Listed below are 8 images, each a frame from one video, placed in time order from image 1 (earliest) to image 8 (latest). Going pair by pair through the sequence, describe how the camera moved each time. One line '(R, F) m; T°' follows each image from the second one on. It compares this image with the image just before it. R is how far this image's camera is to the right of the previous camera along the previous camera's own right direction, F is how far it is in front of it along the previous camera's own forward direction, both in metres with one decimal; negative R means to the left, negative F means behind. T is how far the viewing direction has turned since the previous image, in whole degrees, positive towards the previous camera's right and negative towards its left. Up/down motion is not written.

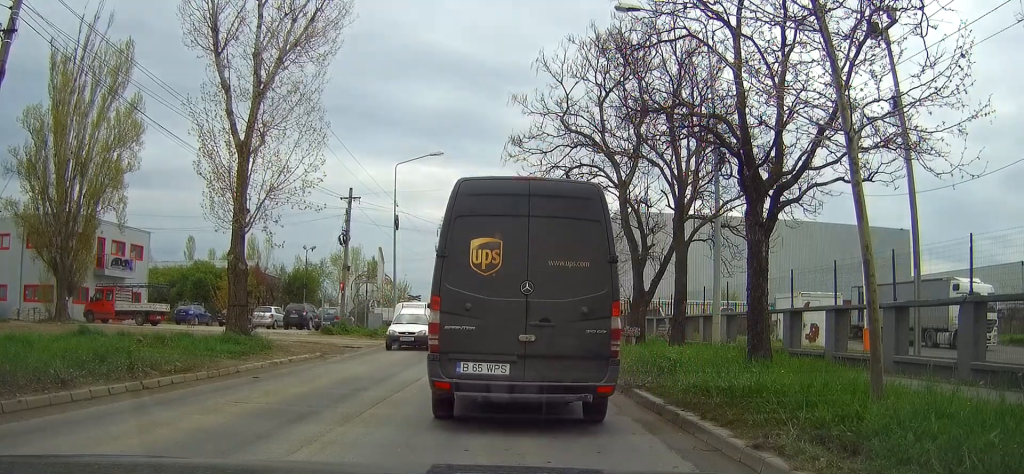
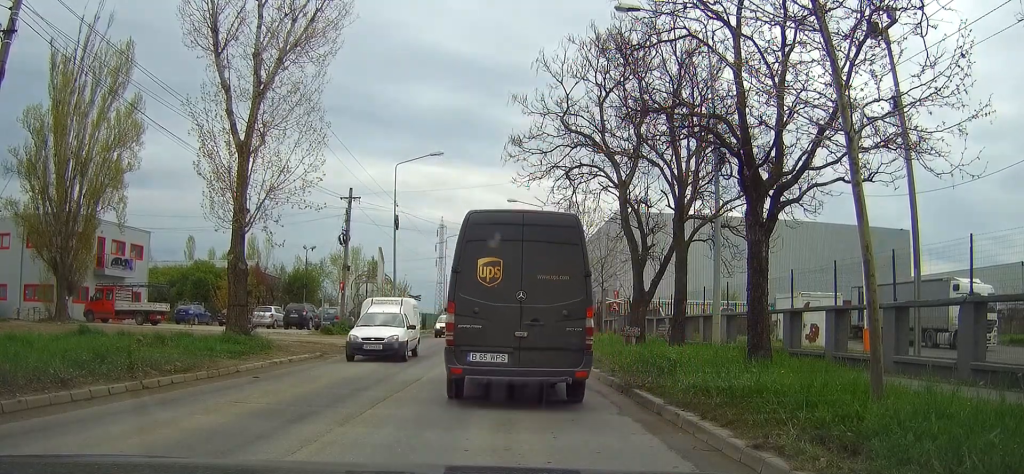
(0.0, 0.0) m; 0°
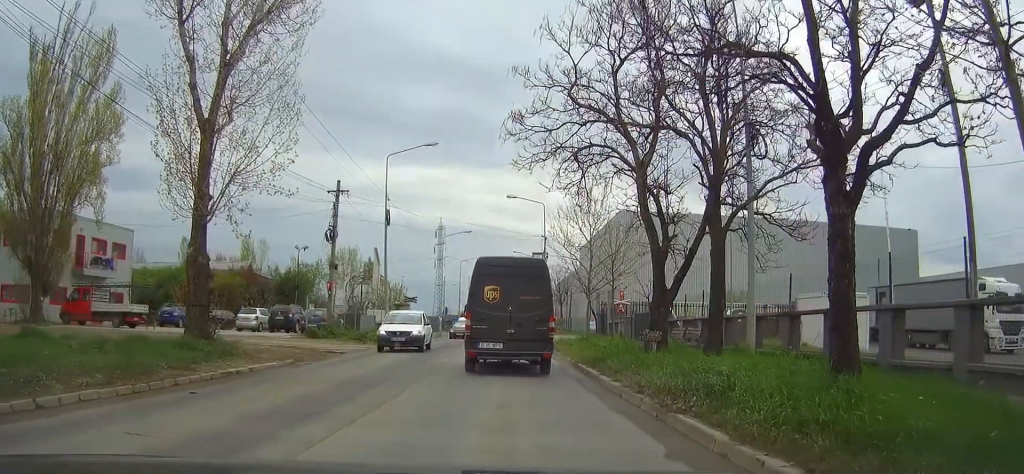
(0.0, +1.6) m; +3°
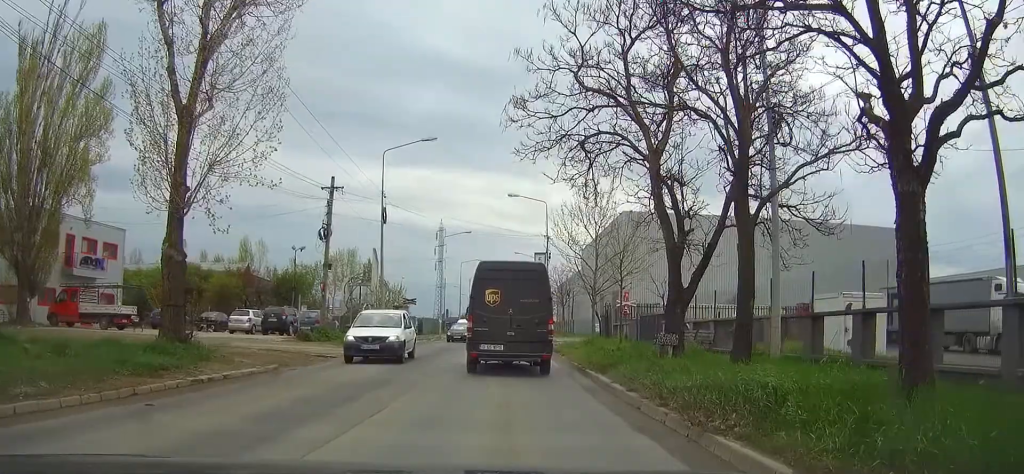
(+0.1, +1.8) m; 0°
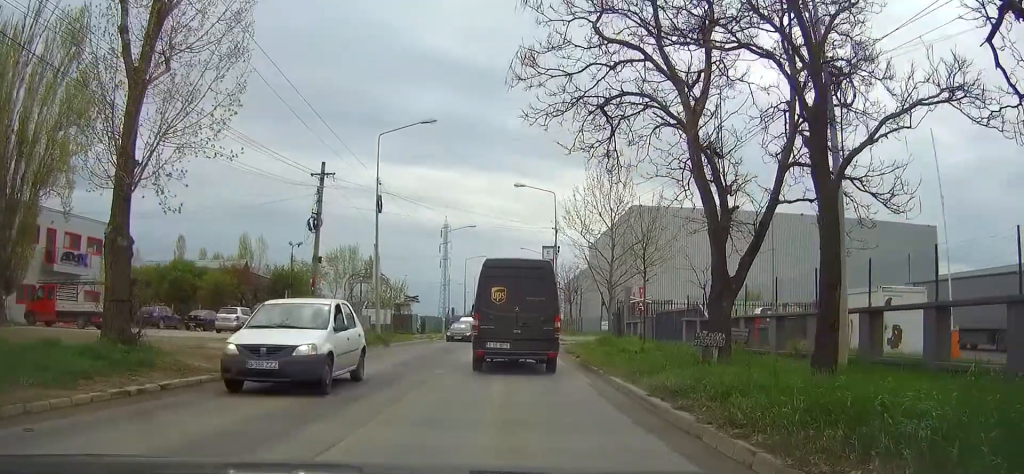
(0.0, +2.7) m; 0°
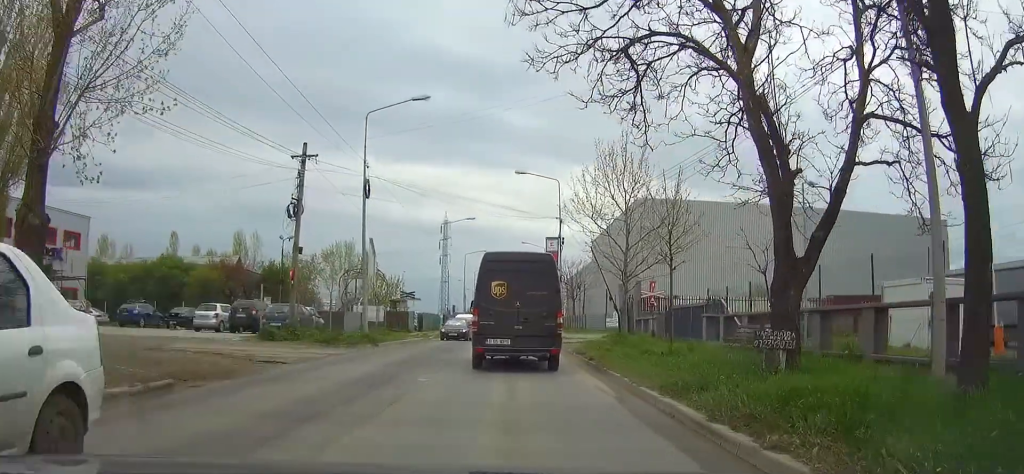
(-0.1, +2.6) m; +1°
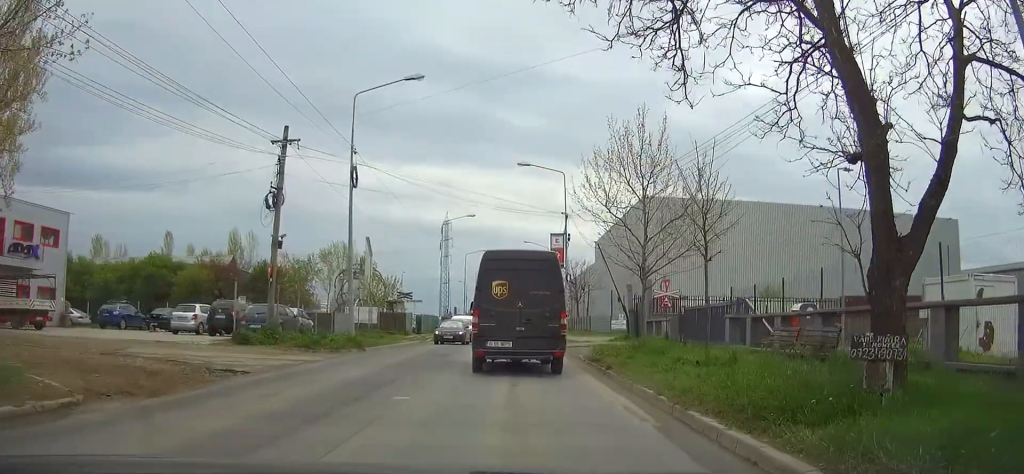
(+0.1, +2.6) m; +1°
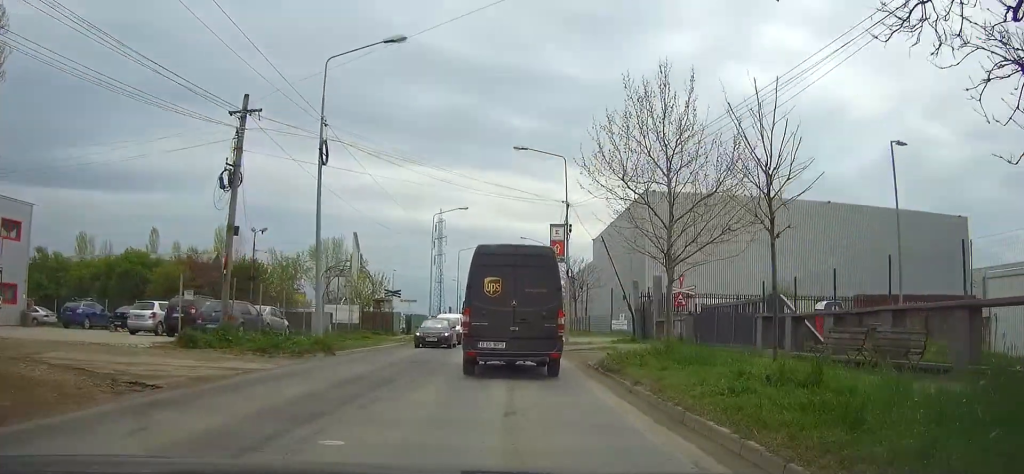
(0.0, +3.7) m; 0°
